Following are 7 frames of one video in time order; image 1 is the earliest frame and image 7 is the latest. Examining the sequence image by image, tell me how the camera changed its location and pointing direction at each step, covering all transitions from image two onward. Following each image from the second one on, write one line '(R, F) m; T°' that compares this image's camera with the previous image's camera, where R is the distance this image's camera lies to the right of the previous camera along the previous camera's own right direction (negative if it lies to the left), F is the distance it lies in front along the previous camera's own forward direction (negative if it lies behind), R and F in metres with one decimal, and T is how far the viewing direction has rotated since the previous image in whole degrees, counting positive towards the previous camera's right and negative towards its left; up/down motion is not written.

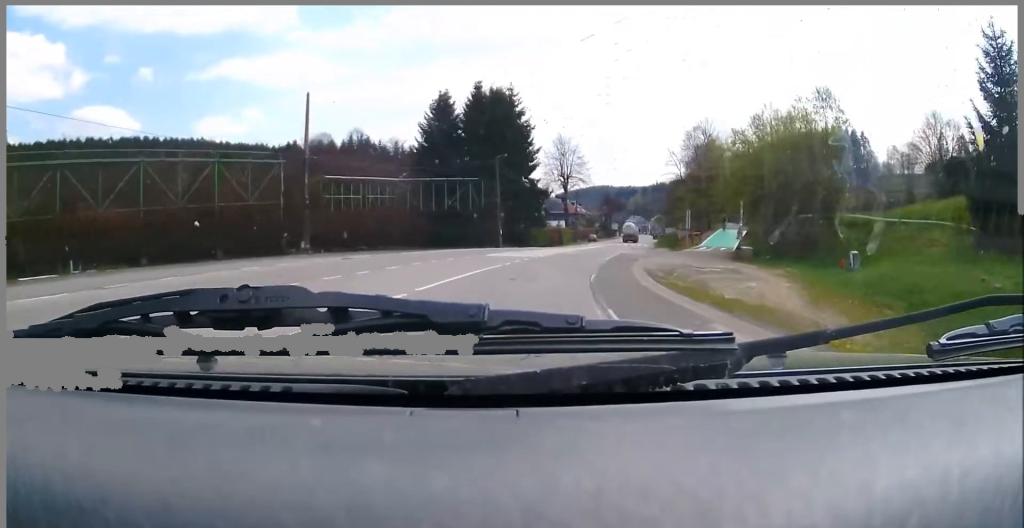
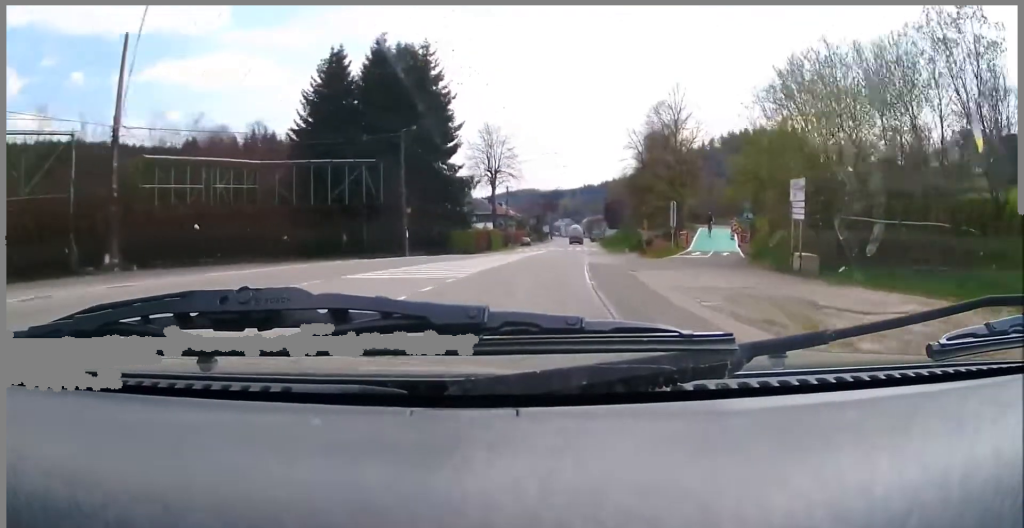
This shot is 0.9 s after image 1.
(+0.1, +16.6) m; +5°
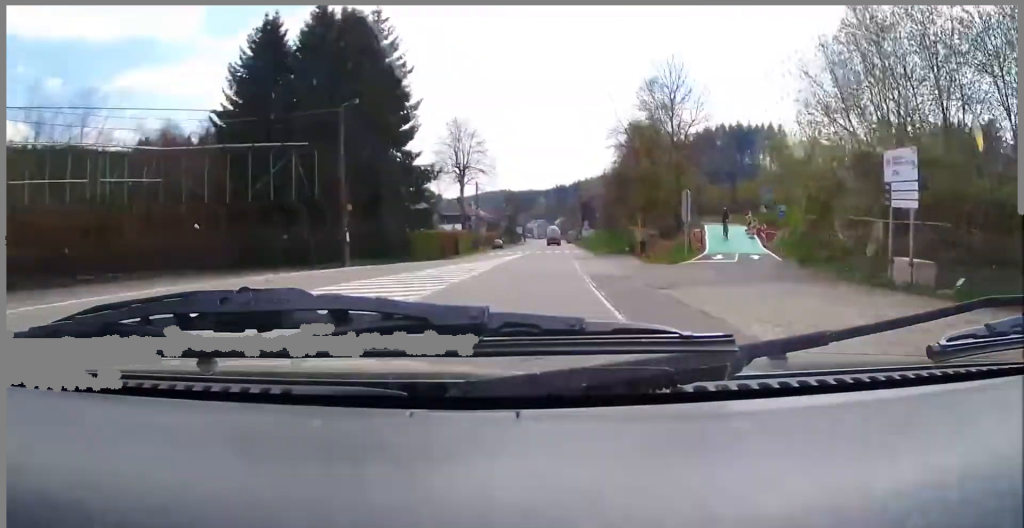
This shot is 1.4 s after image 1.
(+0.6, +8.1) m; +4°
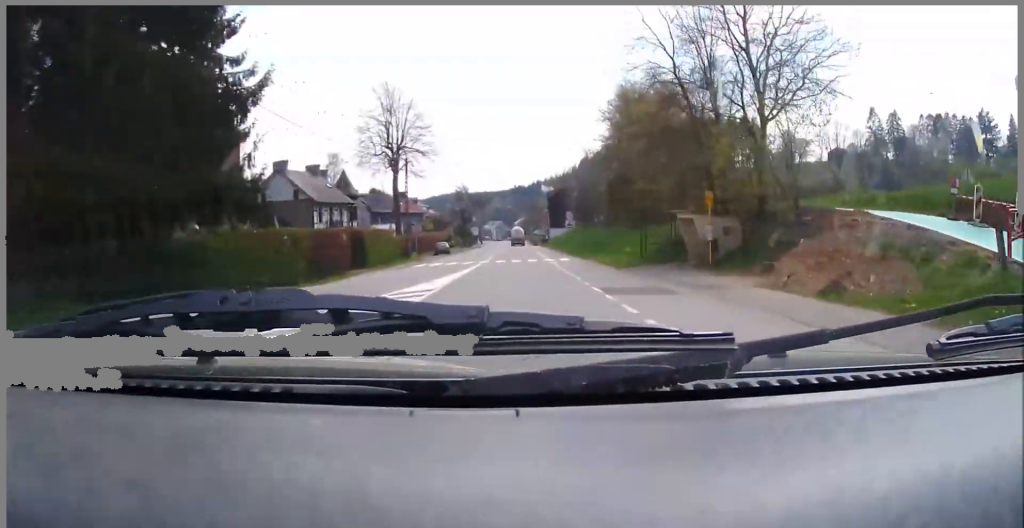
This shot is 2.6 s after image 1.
(+2.1, +21.5) m; +9°
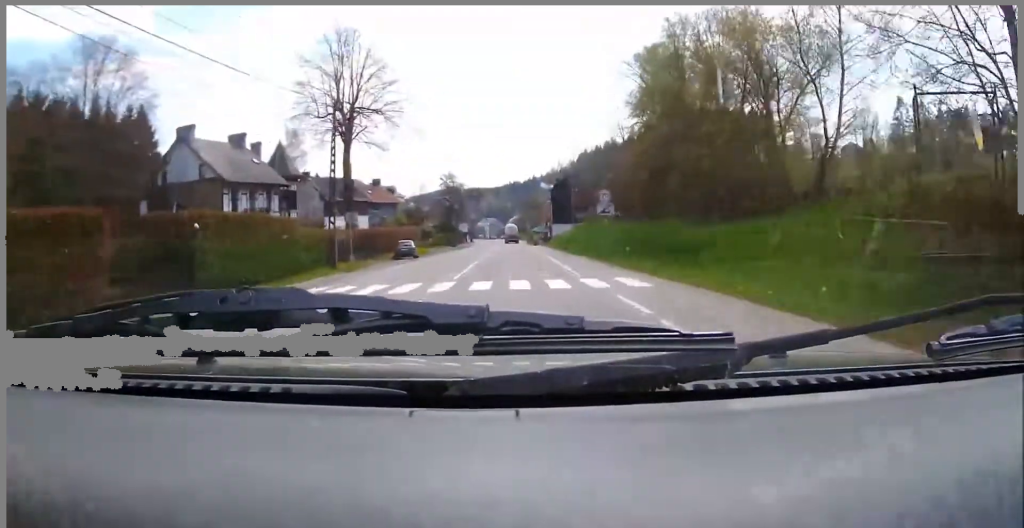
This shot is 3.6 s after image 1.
(+0.9, +17.4) m; +5°
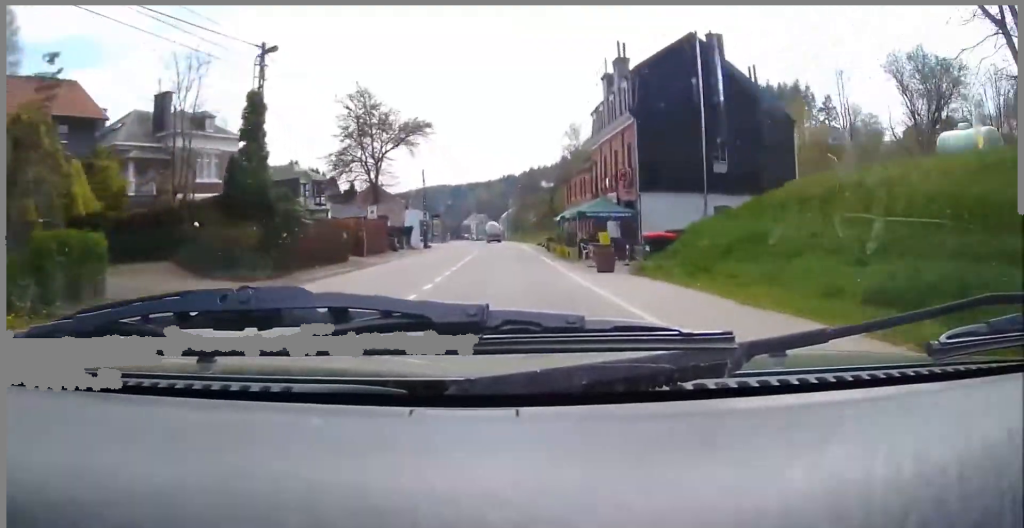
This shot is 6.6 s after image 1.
(+4.3, +58.3) m; +11°
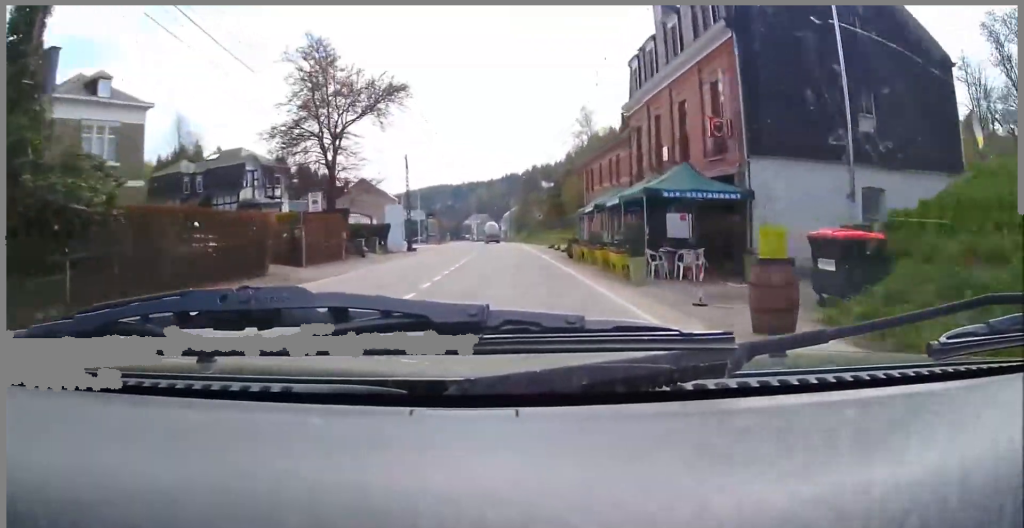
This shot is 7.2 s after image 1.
(+0.3, +12.6) m; +4°
